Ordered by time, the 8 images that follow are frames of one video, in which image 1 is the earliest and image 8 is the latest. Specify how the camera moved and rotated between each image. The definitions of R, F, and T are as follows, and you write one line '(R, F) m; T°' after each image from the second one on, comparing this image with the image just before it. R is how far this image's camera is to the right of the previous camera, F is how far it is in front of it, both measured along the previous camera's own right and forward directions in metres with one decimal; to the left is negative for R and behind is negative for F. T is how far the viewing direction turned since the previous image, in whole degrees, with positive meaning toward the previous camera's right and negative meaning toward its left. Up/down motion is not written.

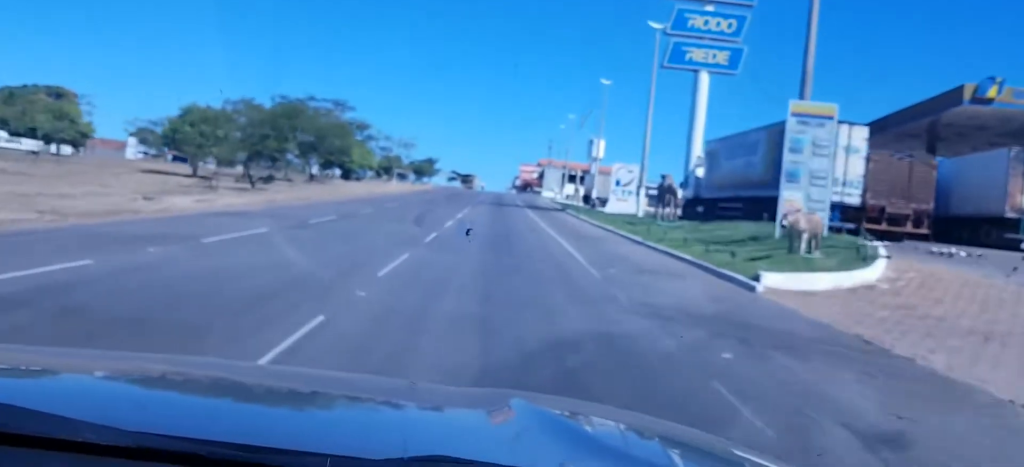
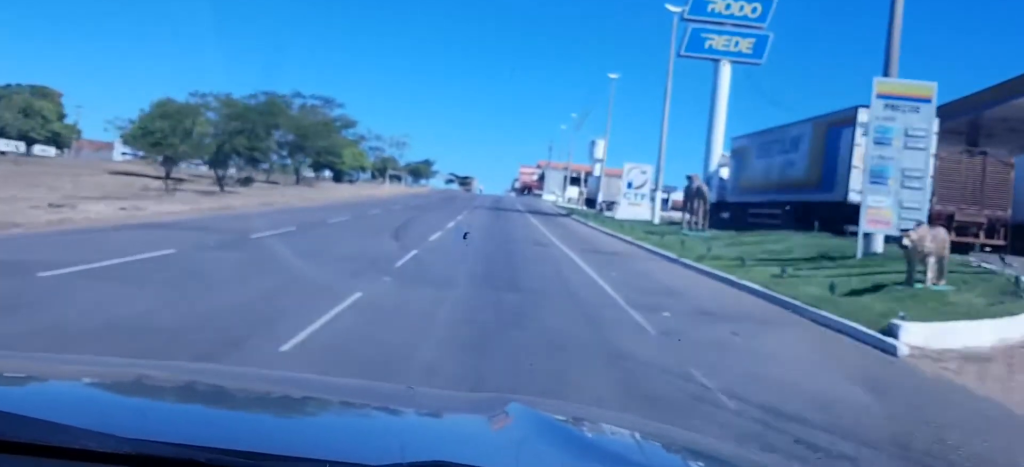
(-0.1, +5.6) m; +1°
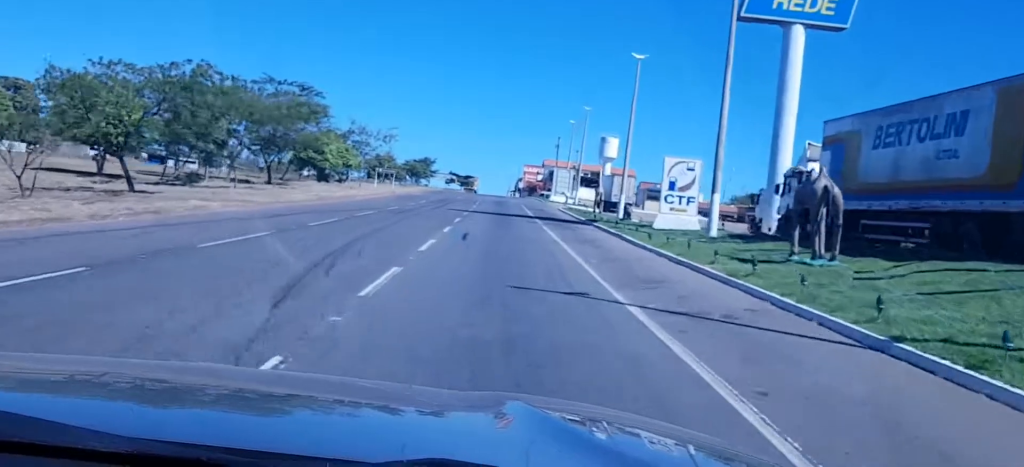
(+0.6, +12.7) m; -2°
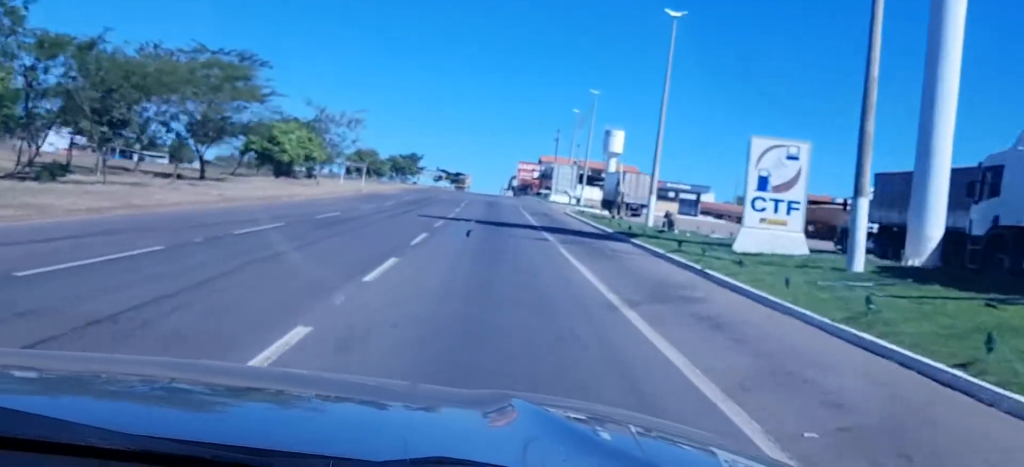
(-0.7, +14.7) m; +2°
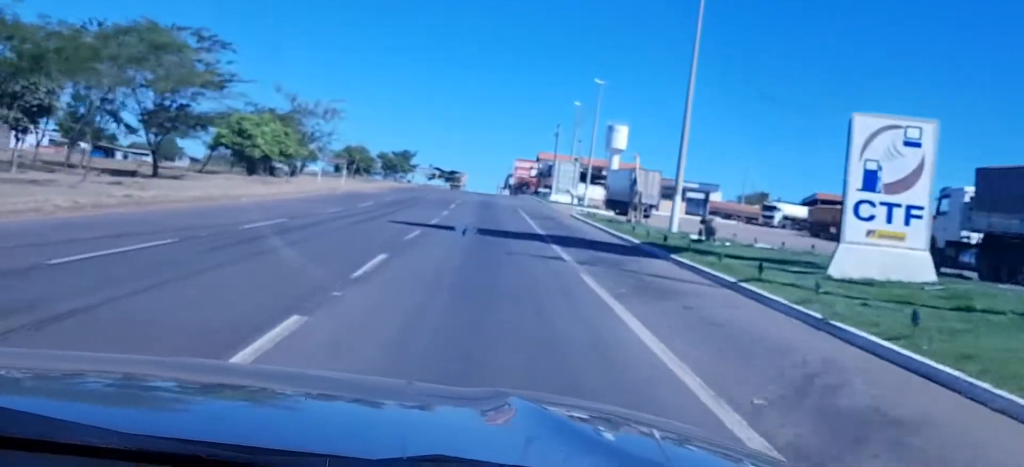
(+0.5, +8.0) m; +4°
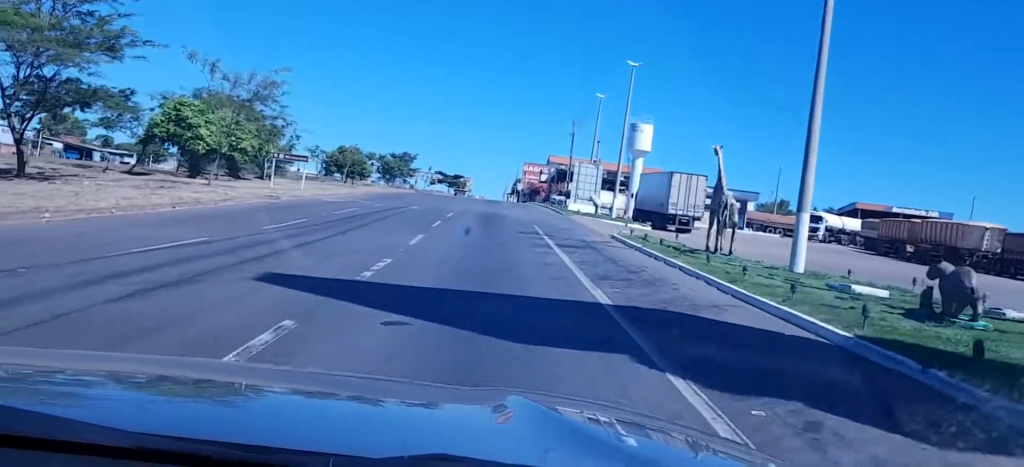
(0.0, +15.8) m; -2°
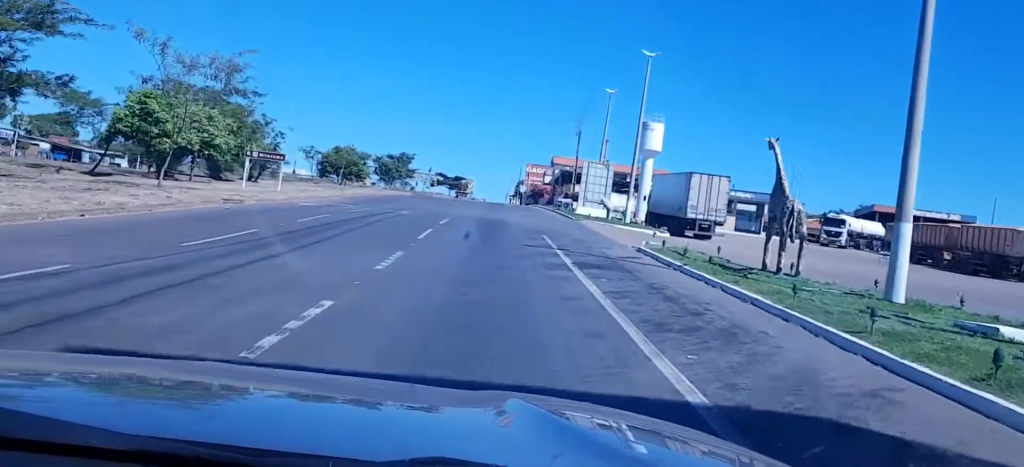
(+0.1, +6.3) m; -2°
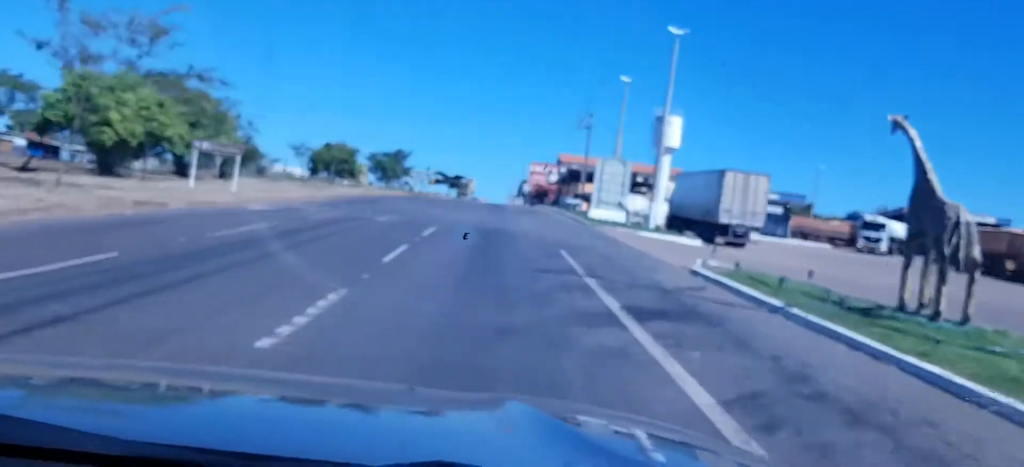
(-0.3, +7.3) m; -2°
